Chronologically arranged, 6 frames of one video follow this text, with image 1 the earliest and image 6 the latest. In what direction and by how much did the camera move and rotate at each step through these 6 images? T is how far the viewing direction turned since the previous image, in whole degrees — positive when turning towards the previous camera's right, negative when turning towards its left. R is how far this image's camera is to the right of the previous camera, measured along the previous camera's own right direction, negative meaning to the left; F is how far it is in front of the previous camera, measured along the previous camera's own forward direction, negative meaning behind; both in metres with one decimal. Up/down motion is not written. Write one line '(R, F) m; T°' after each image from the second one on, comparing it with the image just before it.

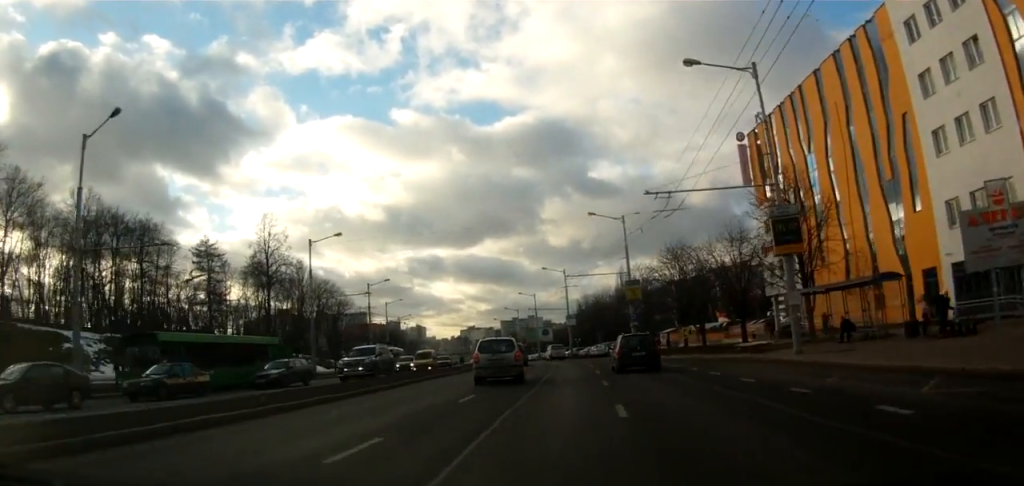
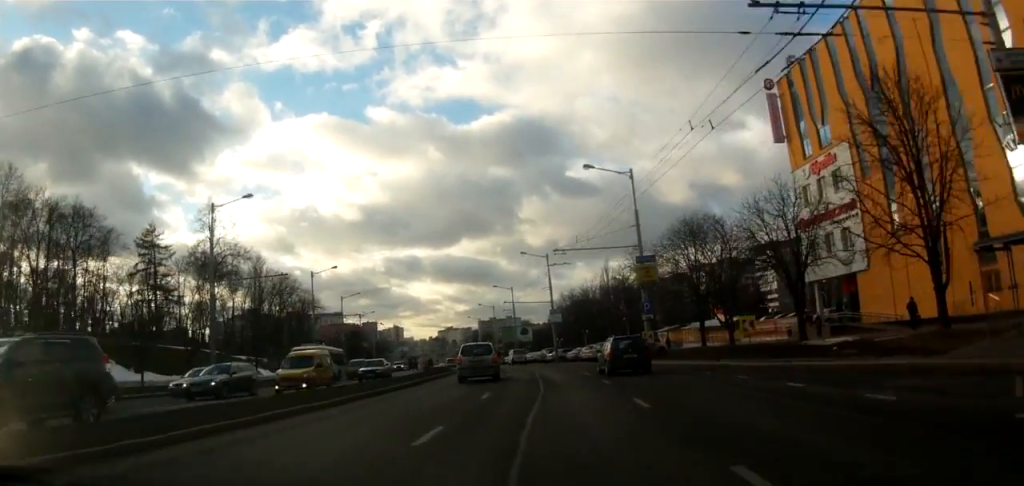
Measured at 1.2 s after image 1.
(-0.7, +14.5) m; -2°
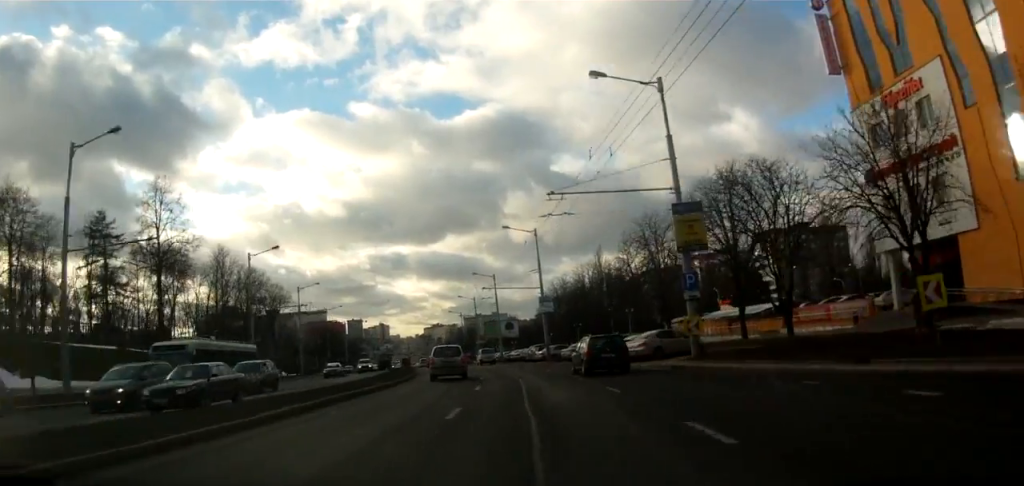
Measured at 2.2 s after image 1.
(+0.2, +13.0) m; 0°
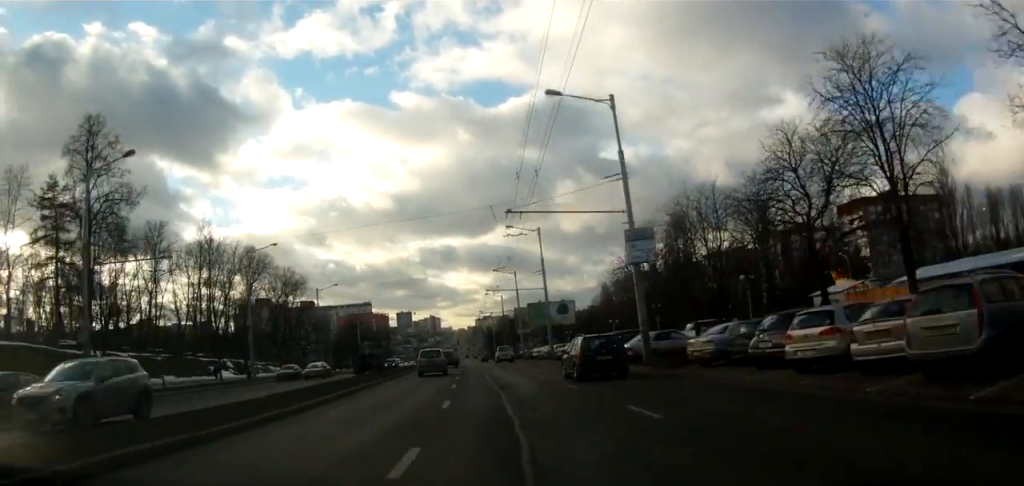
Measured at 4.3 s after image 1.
(-1.9, +29.6) m; -7°
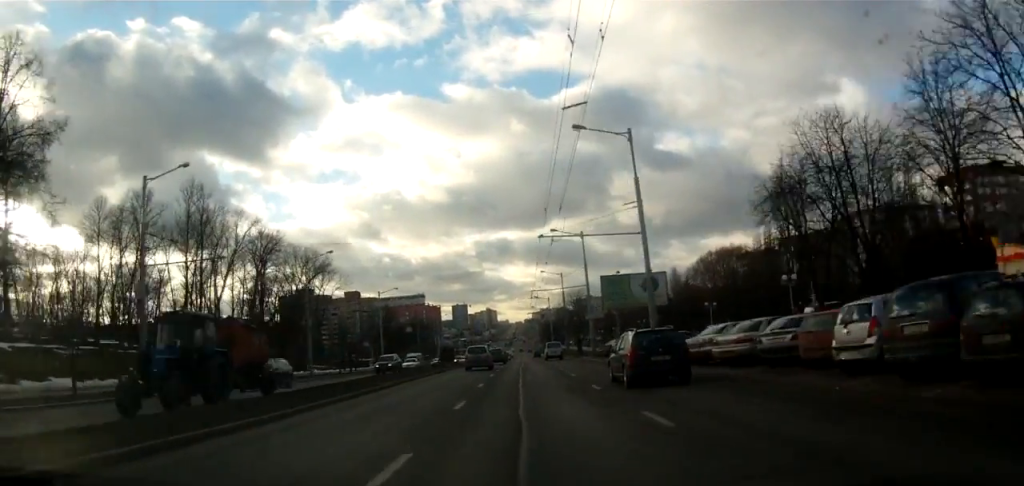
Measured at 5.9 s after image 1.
(-0.8, +24.8) m; -3°
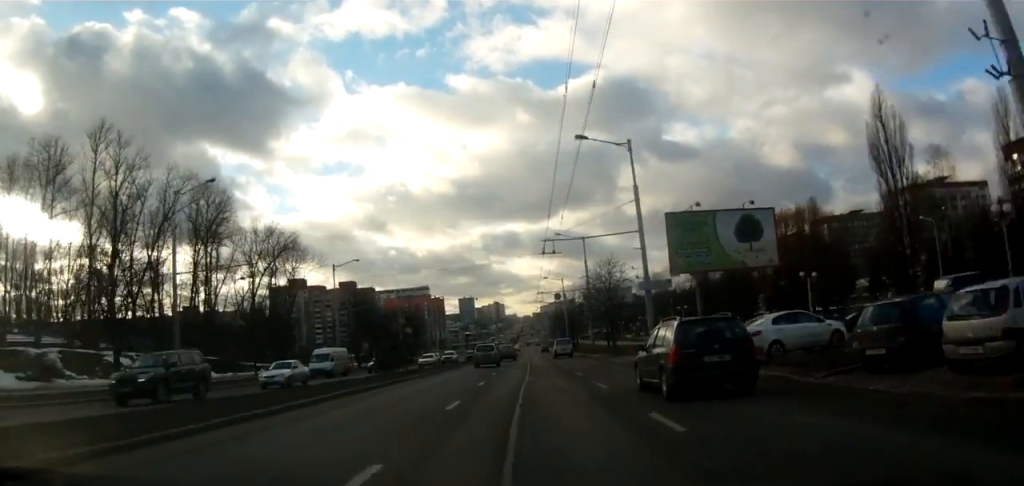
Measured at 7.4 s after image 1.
(-0.6, +25.3) m; -2°
